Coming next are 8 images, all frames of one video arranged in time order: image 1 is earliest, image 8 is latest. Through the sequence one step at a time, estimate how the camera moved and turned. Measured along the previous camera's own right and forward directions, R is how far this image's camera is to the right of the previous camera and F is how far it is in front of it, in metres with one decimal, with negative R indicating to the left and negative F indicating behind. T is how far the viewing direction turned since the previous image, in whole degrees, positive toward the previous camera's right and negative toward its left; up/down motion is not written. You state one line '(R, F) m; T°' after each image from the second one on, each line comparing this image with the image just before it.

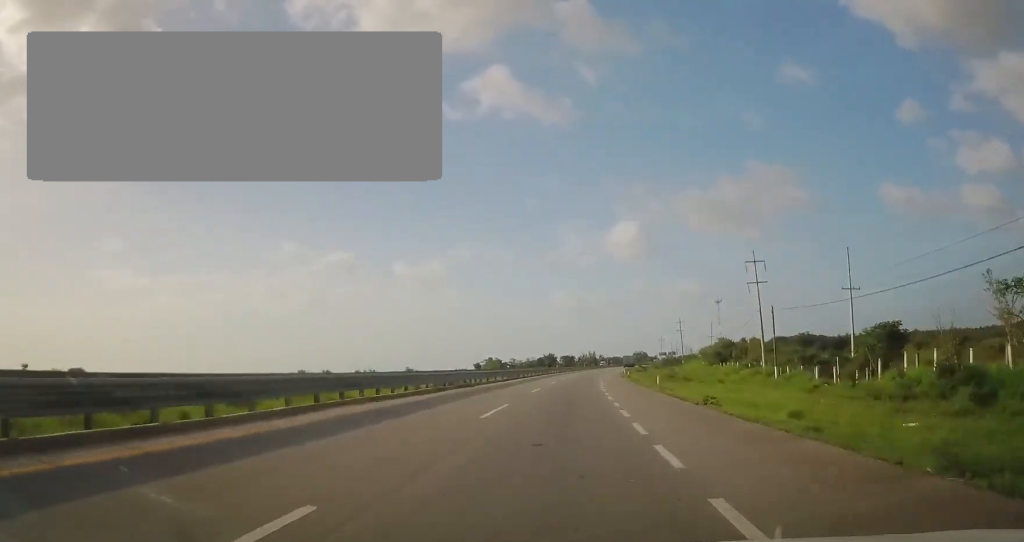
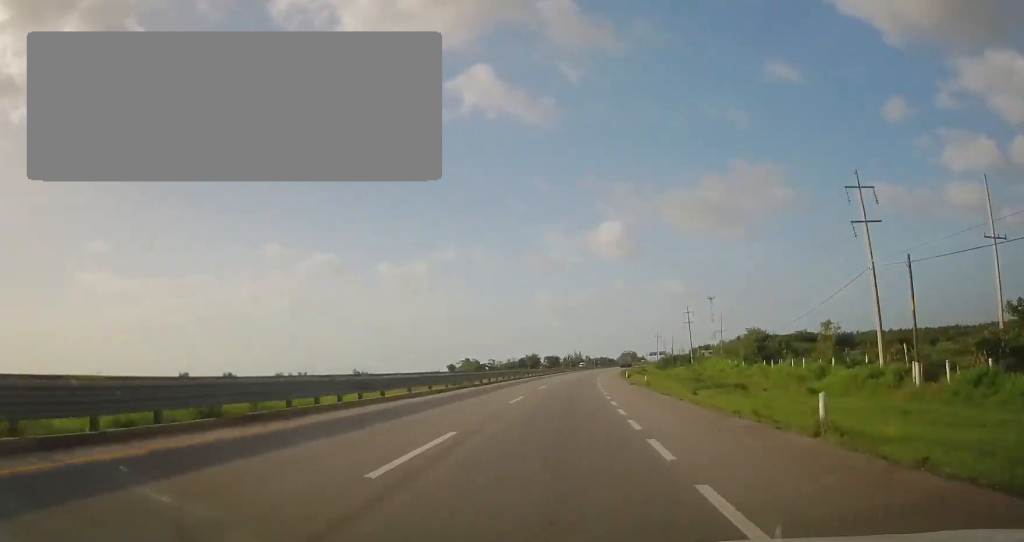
(0.0, +24.3) m; +1°
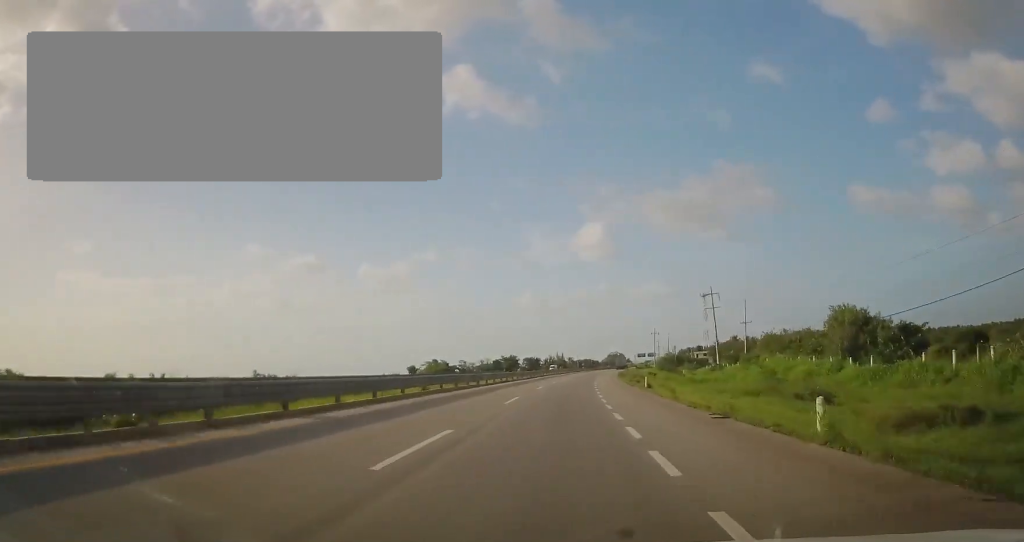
(+0.6, +30.4) m; +2°
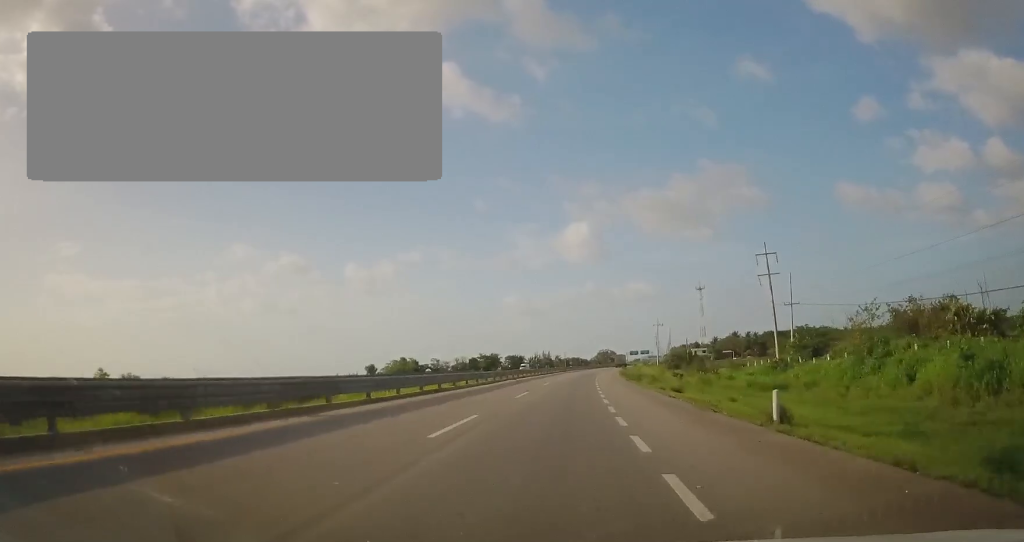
(+0.6, +27.2) m; +2°
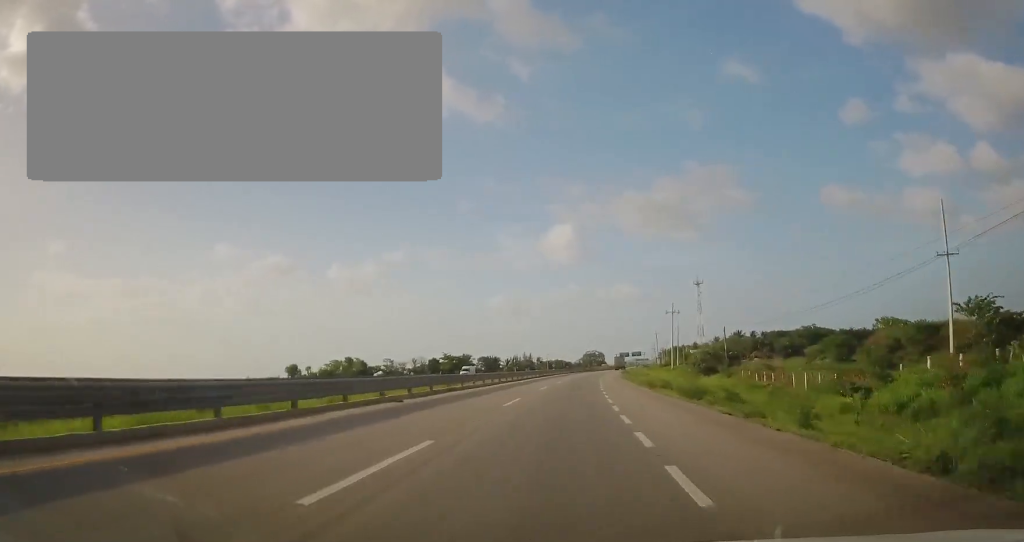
(+0.6, +36.9) m; +1°
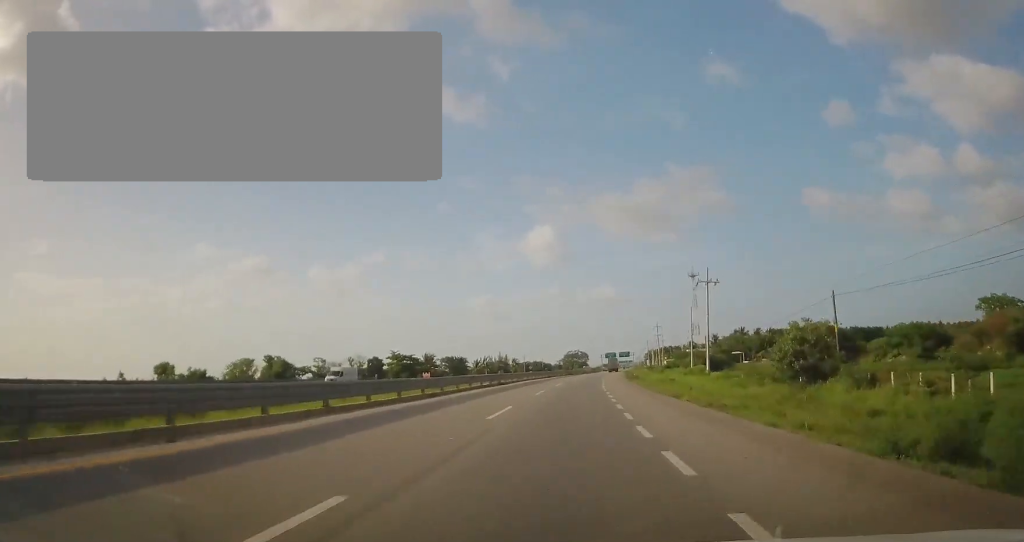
(+0.5, +36.0) m; +2°
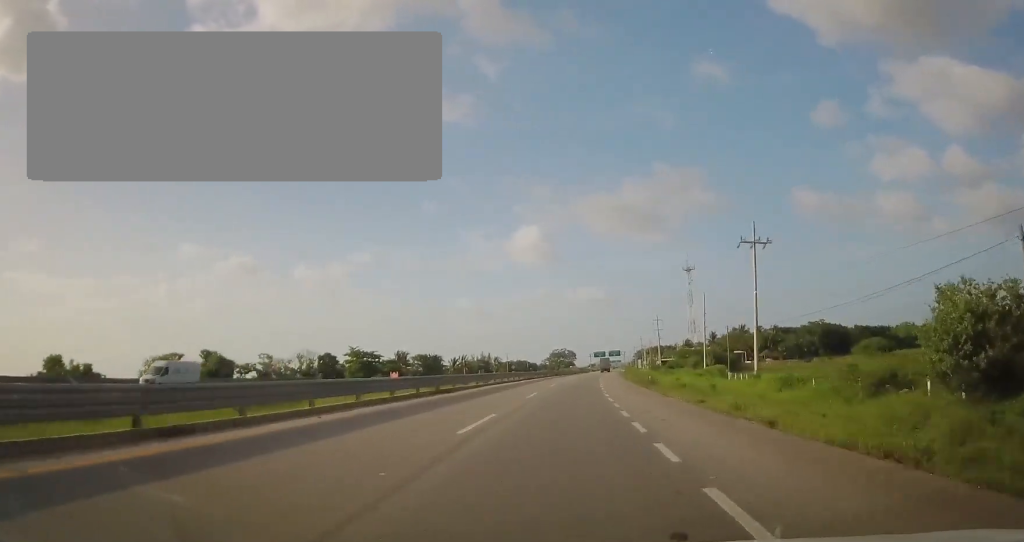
(+0.2, +19.9) m; 0°
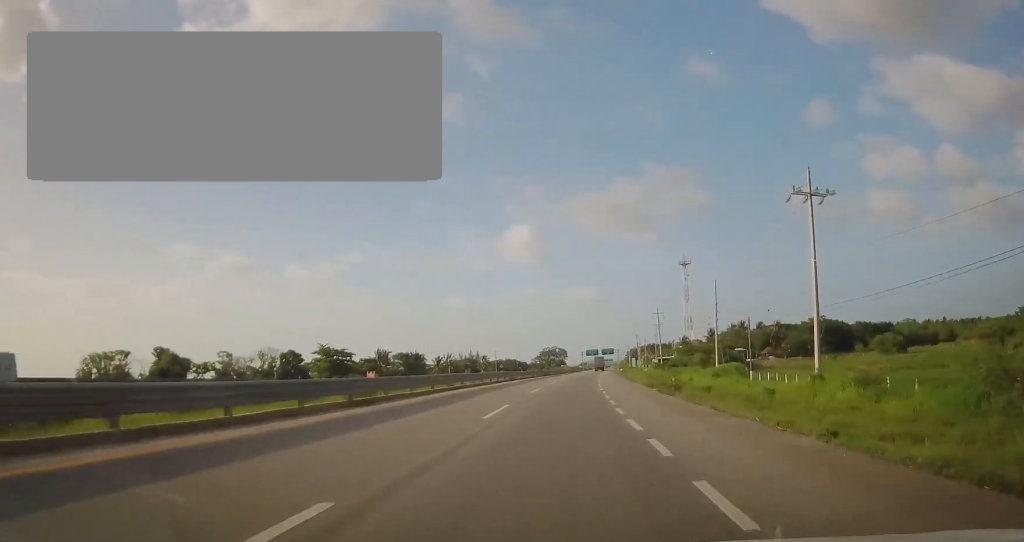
(+0.1, +12.0) m; 0°
